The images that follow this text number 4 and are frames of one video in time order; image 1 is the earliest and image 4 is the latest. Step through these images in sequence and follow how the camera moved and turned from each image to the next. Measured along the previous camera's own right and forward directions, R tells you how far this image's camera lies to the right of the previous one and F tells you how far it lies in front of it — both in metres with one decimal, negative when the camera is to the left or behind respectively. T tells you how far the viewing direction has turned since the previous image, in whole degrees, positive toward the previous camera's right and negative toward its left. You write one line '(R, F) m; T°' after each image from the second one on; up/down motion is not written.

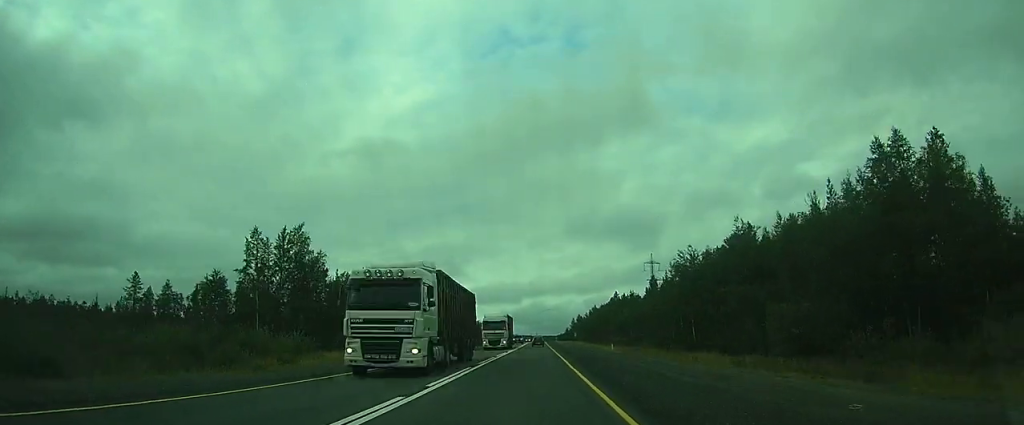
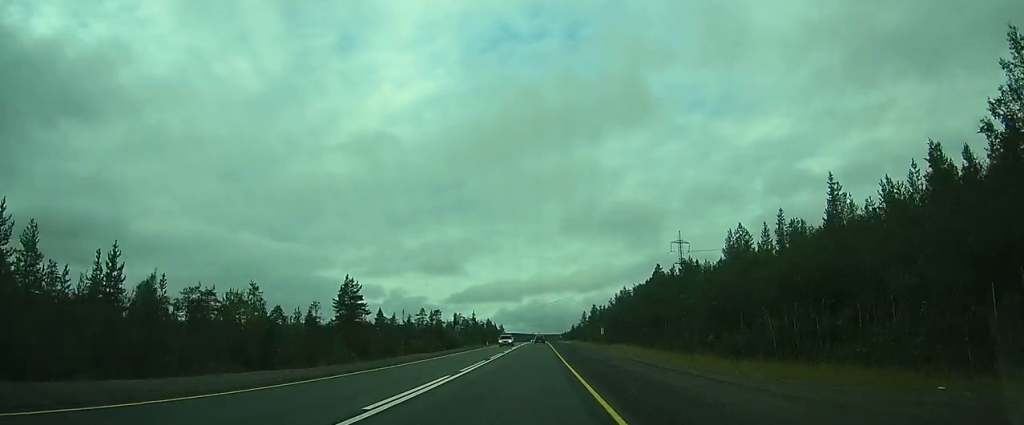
(+0.5, +53.9) m; +1°
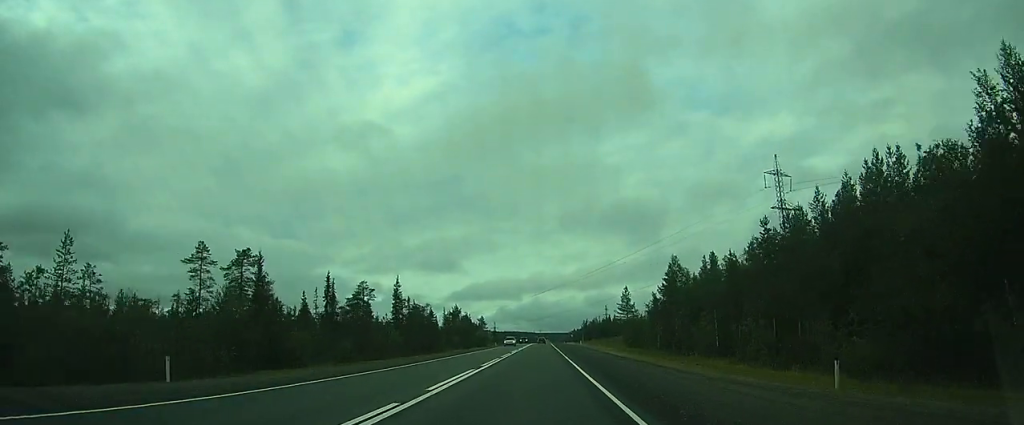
(-0.5, +93.2) m; 0°
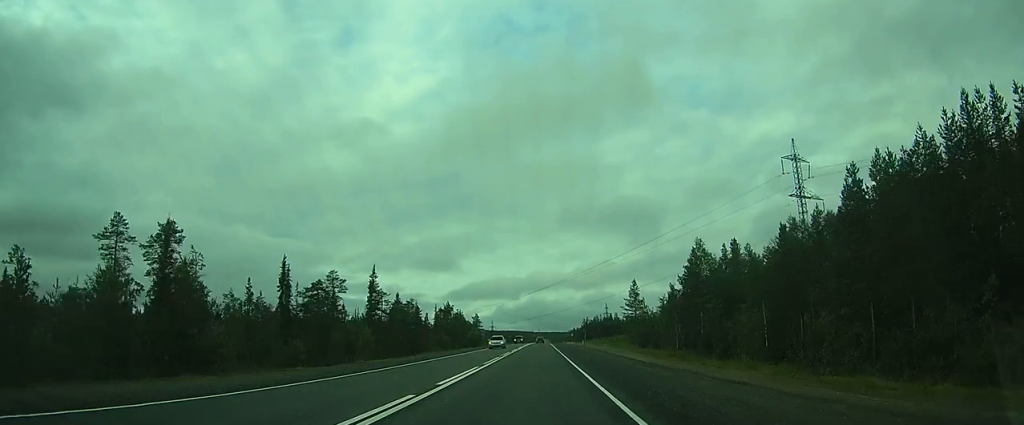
(+0.1, +10.8) m; 0°
